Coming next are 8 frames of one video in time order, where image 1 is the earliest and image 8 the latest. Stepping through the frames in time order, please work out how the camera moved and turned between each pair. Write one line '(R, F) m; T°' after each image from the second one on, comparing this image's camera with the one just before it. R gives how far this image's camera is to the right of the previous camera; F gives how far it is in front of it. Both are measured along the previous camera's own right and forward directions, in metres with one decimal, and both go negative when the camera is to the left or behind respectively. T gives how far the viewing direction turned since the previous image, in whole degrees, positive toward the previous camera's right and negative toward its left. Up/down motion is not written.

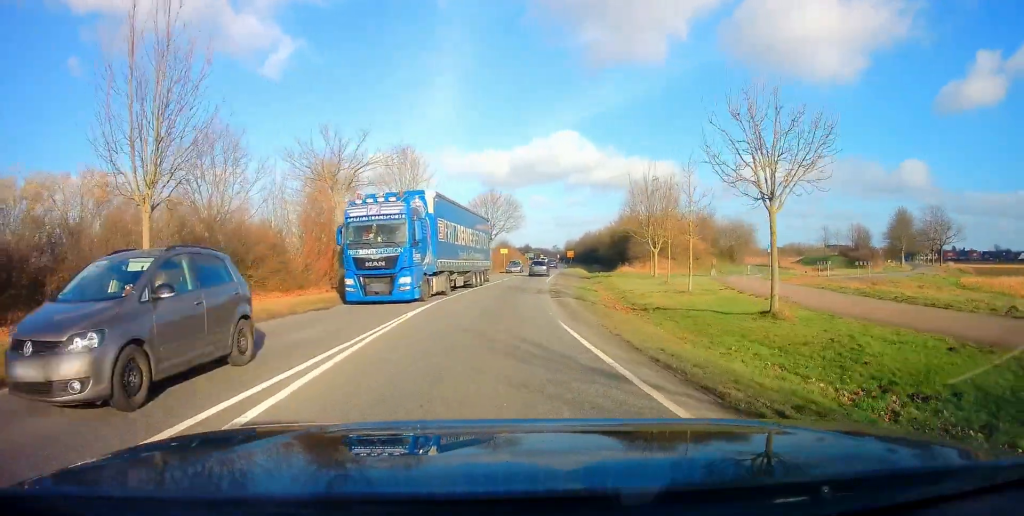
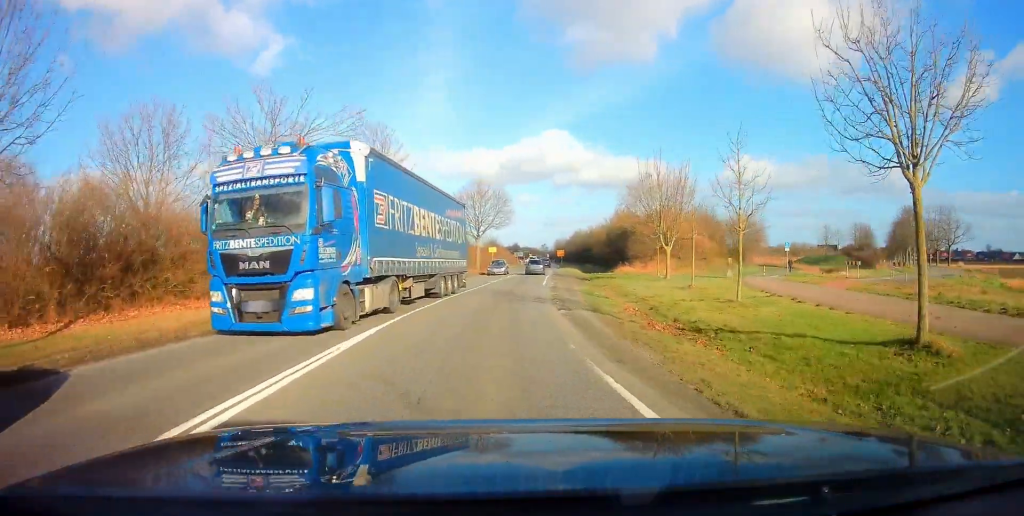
(+0.1, +5.8) m; +1°
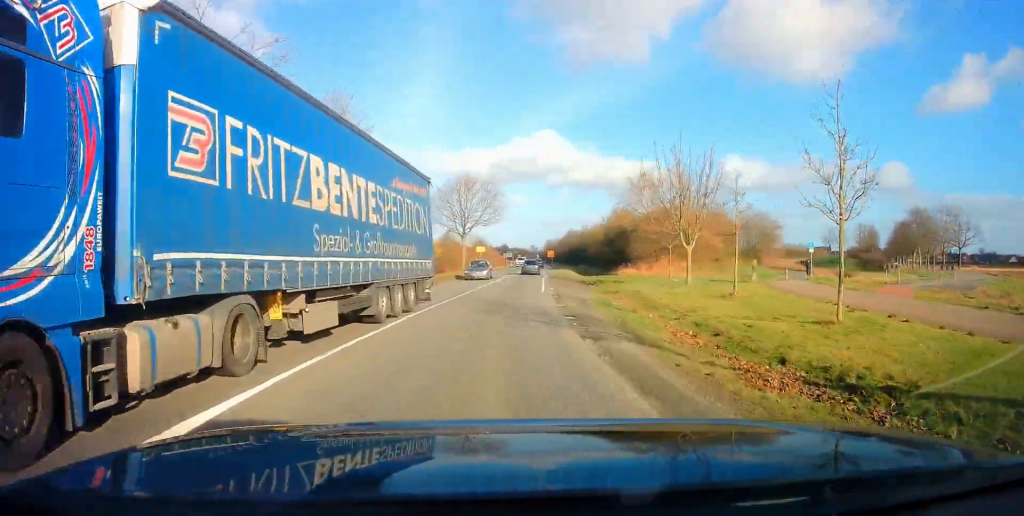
(+0.2, +6.1) m; +1°
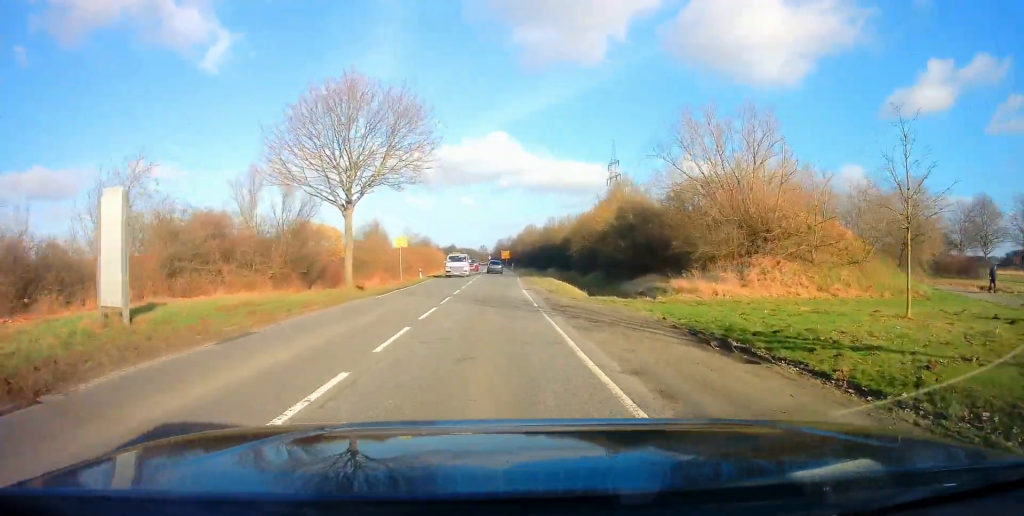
(+0.7, +28.6) m; +3°
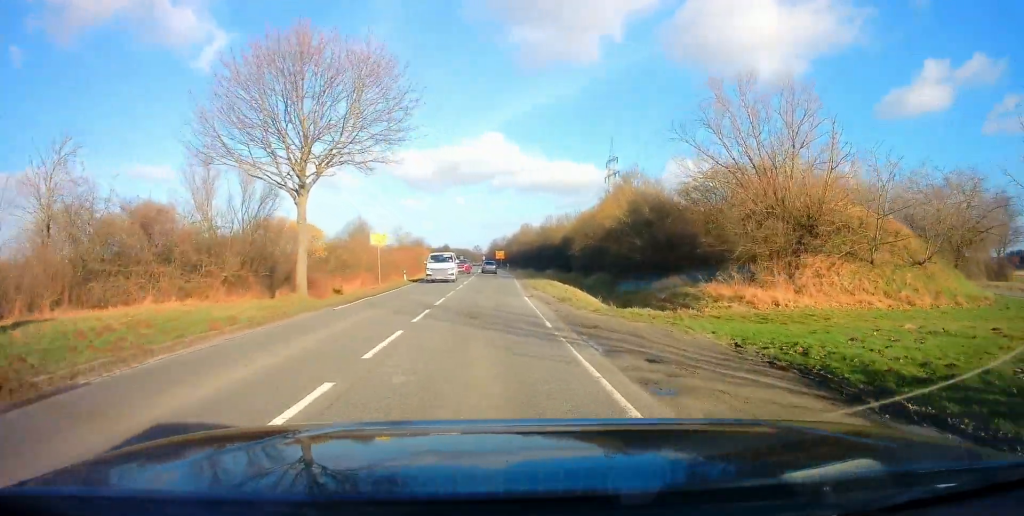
(0.0, +5.4) m; +1°
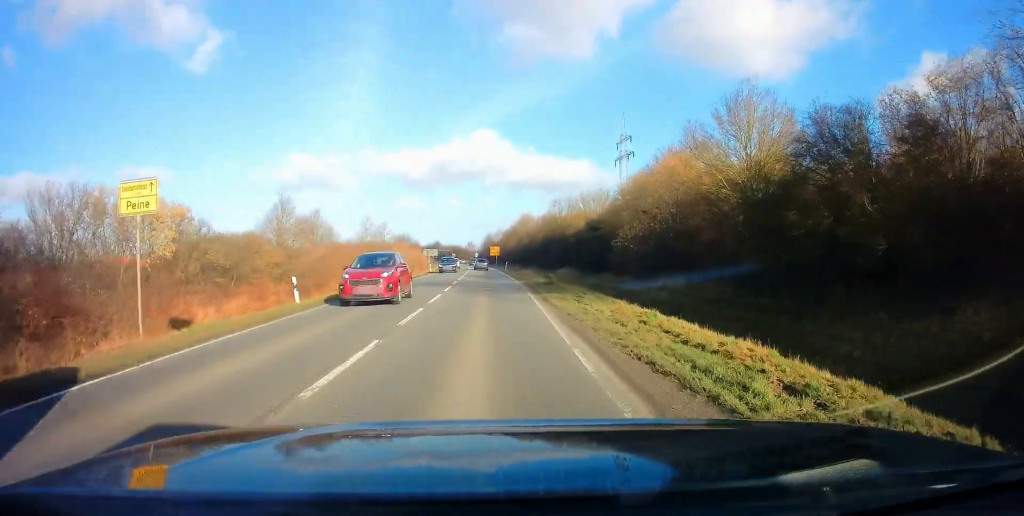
(+0.6, +21.8) m; +3°
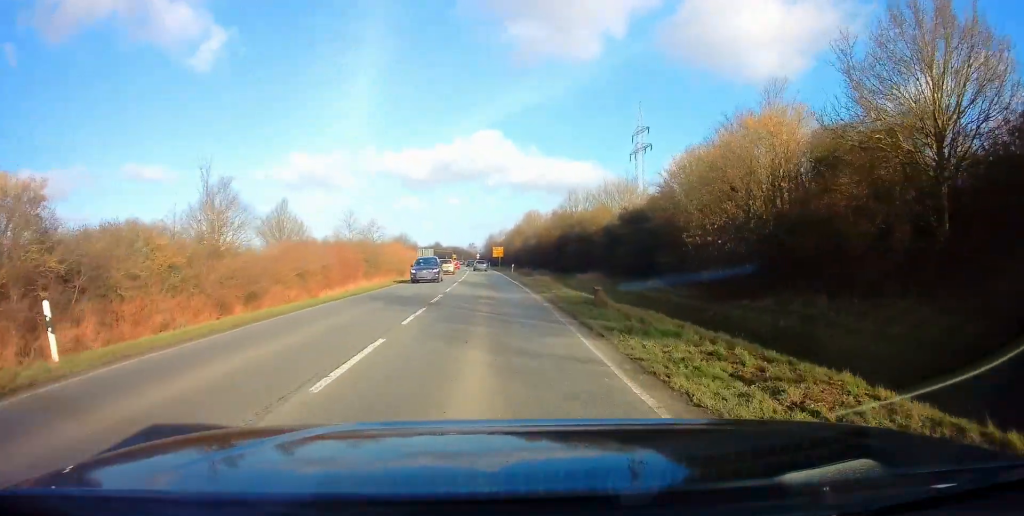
(-0.1, +11.7) m; -1°
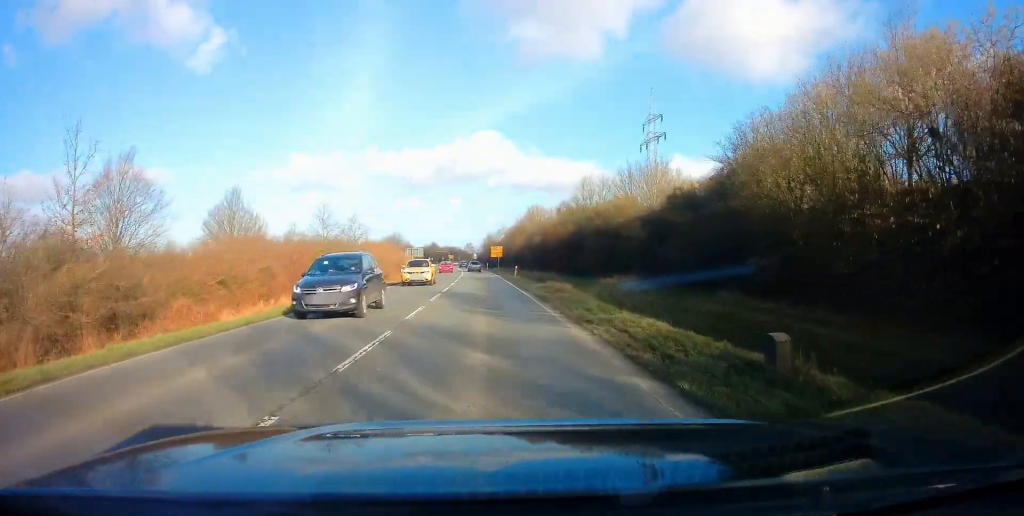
(0.0, +10.7) m; 0°
